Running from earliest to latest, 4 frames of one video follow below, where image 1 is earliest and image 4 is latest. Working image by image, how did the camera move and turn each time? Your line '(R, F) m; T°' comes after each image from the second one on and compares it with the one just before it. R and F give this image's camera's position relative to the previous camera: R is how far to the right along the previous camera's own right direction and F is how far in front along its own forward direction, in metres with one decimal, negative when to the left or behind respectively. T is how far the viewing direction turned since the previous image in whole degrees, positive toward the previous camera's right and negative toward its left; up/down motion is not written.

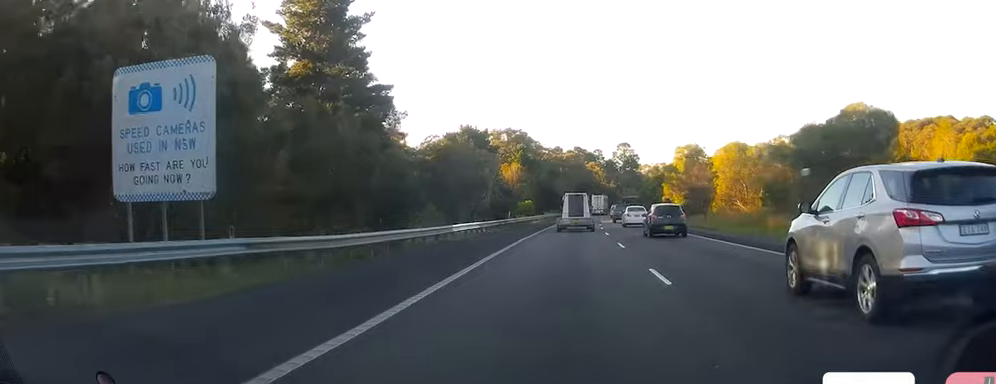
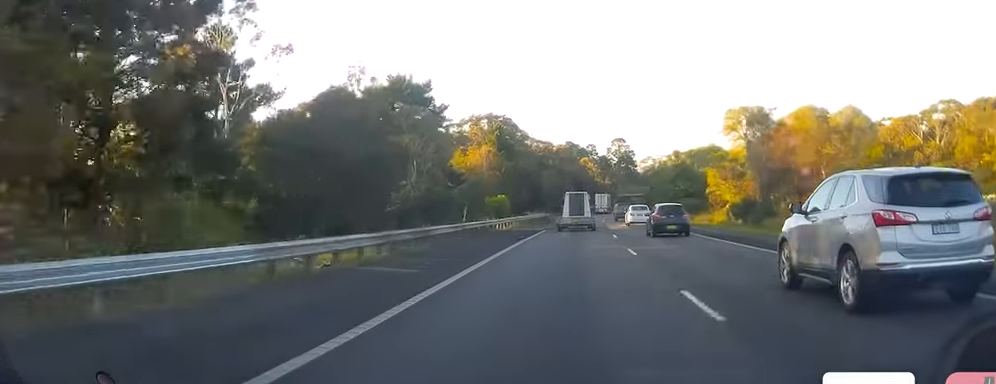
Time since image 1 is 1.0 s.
(0.0, +28.0) m; +1°
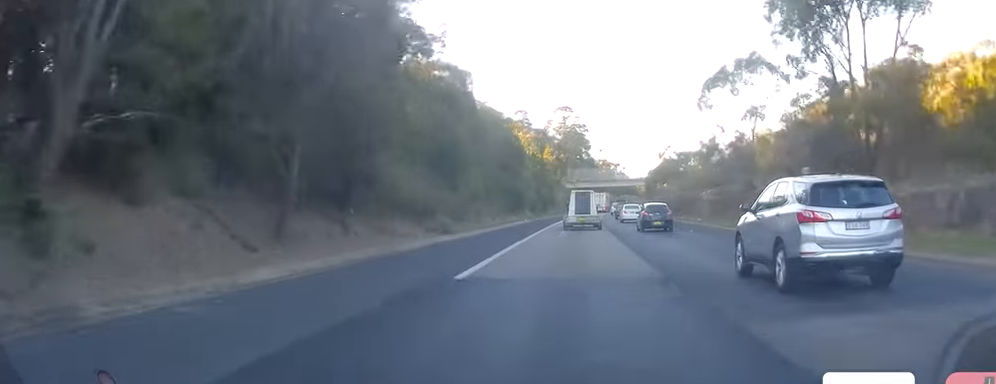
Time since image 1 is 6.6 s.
(+8.7, +153.4) m; +5°
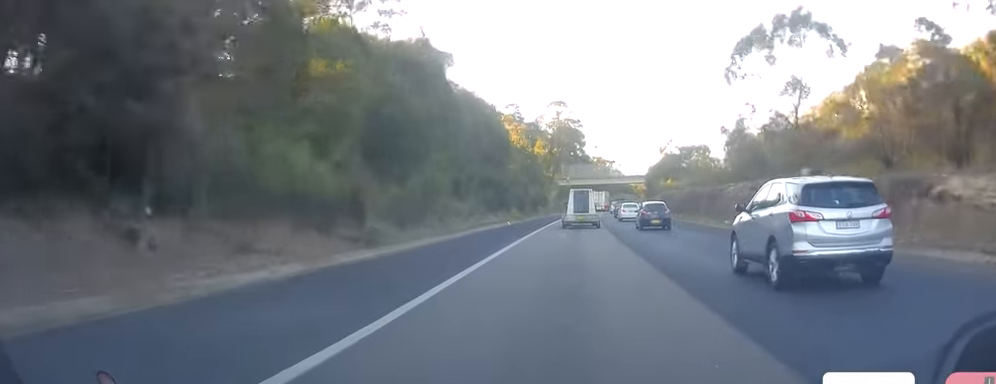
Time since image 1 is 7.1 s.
(0.0, +13.0) m; 0°
